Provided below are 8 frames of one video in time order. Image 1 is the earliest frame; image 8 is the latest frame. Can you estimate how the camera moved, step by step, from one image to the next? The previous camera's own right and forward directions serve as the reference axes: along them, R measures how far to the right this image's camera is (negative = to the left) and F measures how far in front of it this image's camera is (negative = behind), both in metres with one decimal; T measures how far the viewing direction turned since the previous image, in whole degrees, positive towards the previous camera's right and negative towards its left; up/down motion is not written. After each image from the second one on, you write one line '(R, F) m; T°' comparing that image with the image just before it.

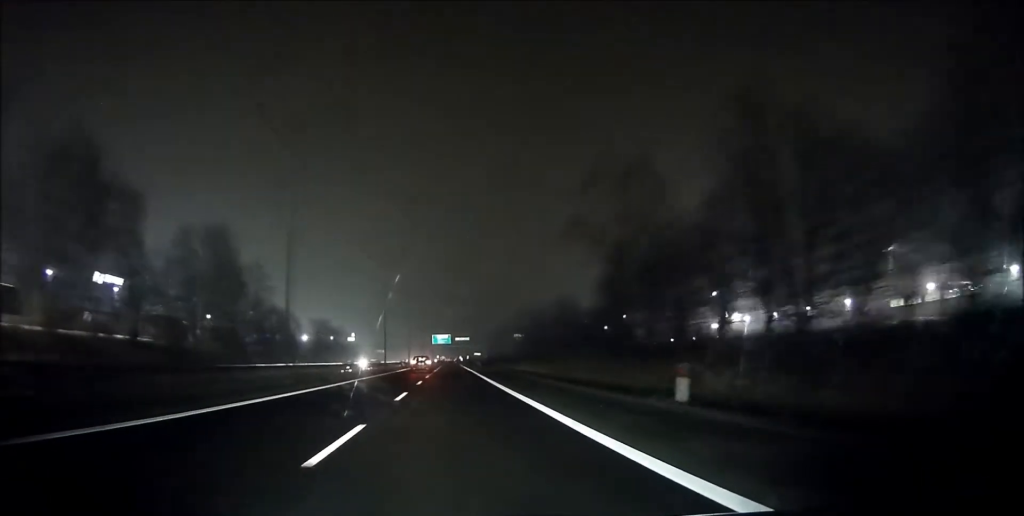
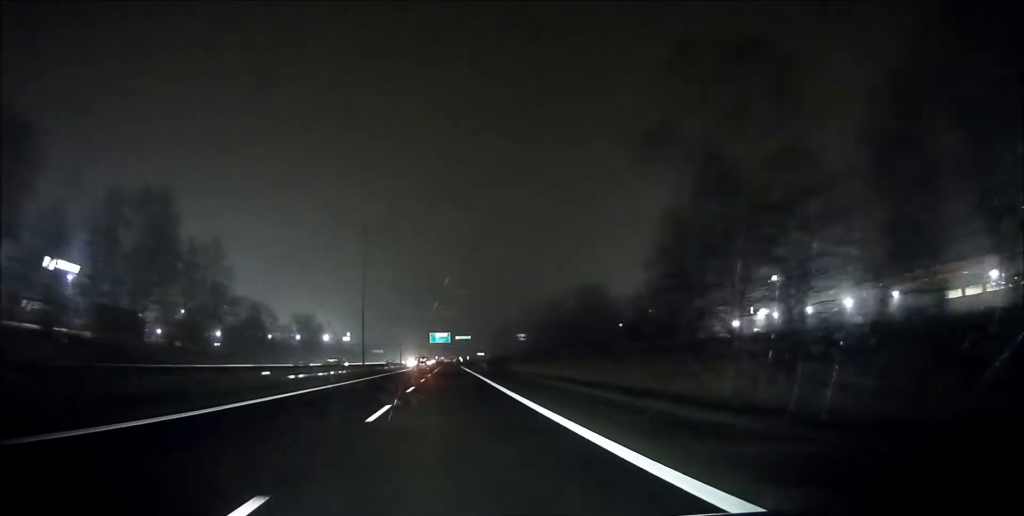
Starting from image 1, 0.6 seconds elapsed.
(-0.1, +18.5) m; 0°
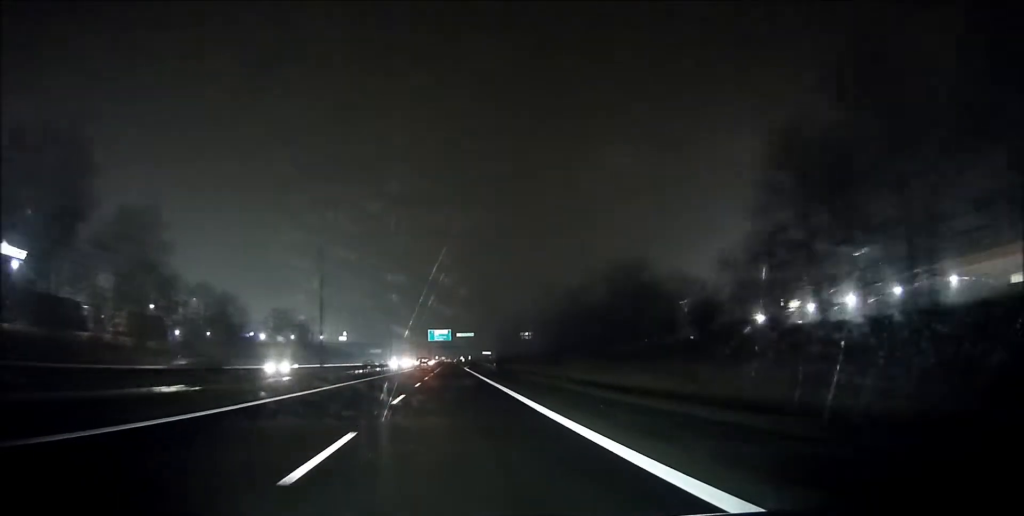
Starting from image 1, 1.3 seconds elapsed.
(0.0, +18.5) m; 0°
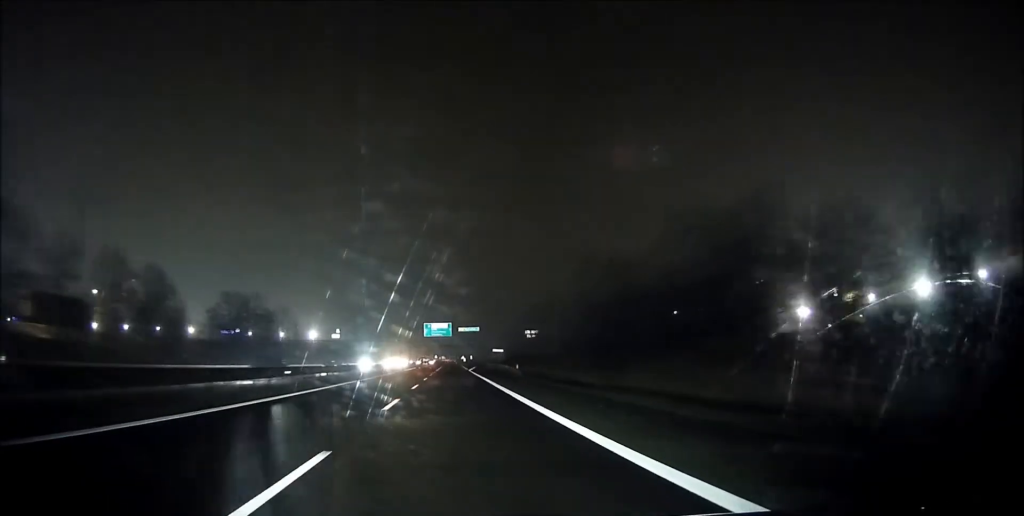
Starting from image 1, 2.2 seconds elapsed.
(+0.1, +26.5) m; 0°
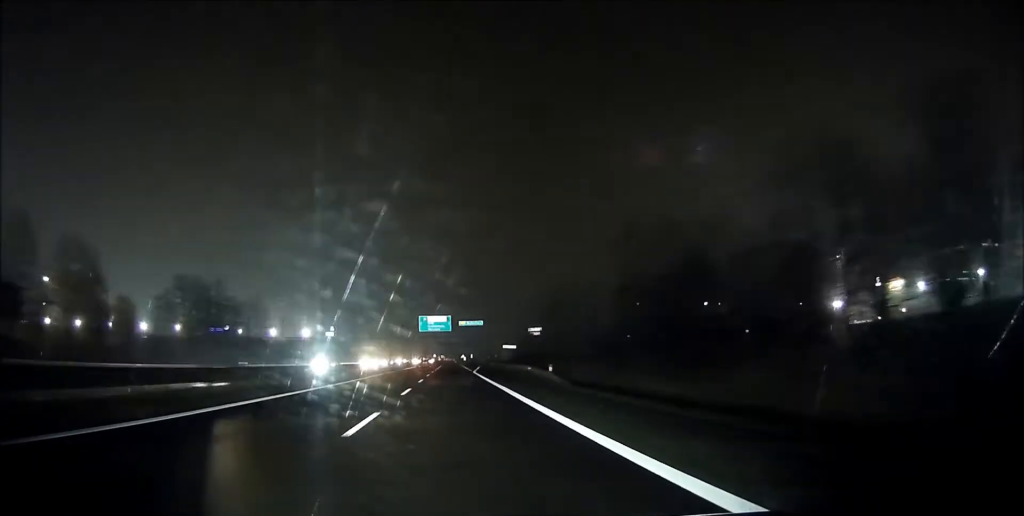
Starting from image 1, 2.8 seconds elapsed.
(0.0, +17.7) m; 0°
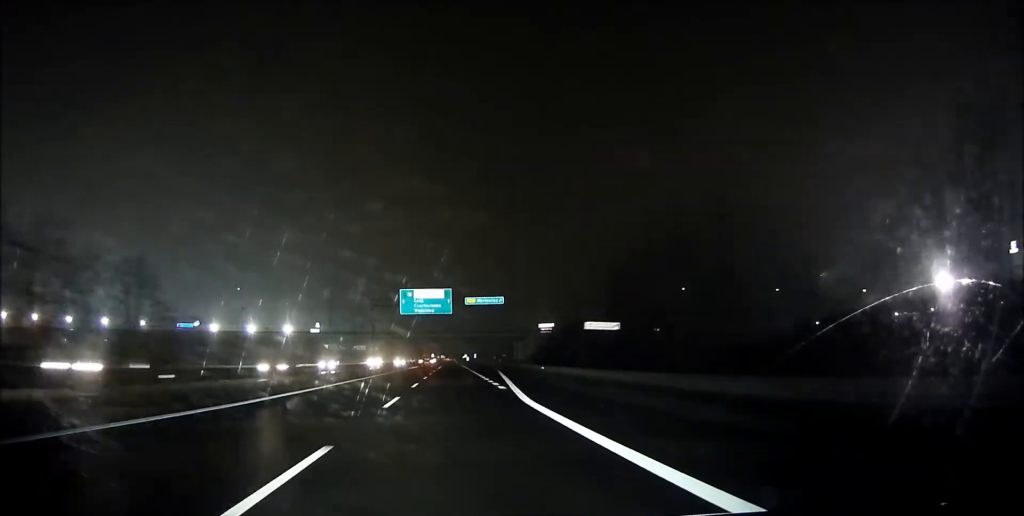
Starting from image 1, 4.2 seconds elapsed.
(+0.1, +42.2) m; 0°
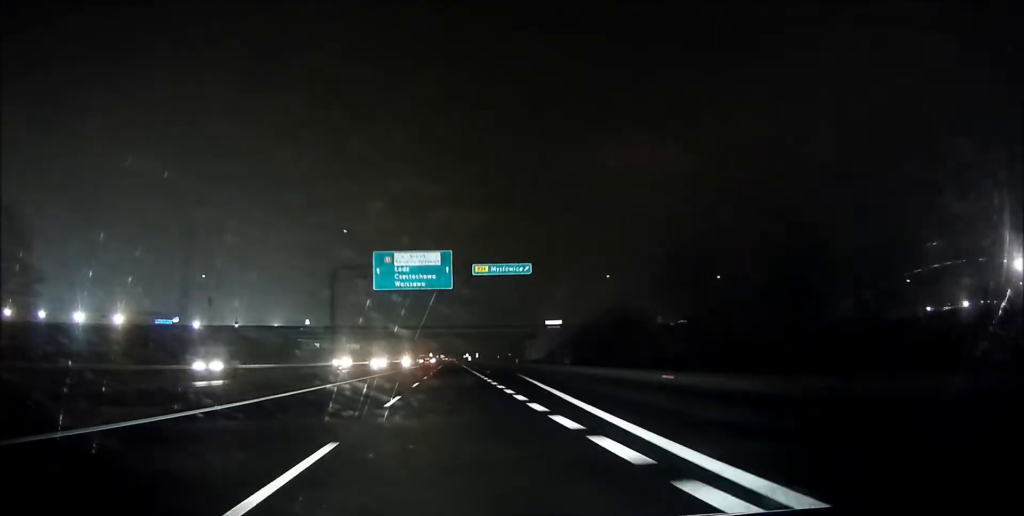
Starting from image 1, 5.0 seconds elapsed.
(0.0, +23.5) m; 0°
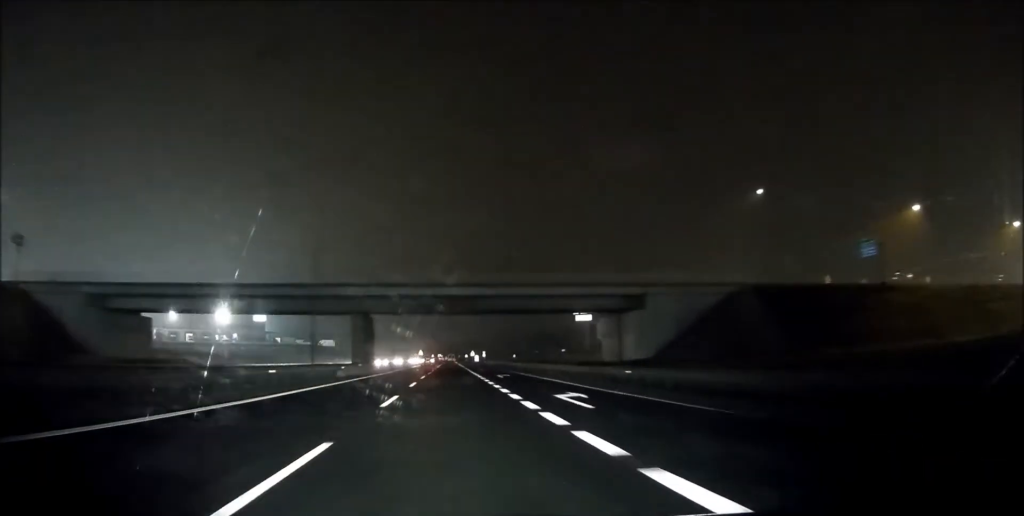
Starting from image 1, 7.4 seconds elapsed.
(+0.1, +71.4) m; 0°
